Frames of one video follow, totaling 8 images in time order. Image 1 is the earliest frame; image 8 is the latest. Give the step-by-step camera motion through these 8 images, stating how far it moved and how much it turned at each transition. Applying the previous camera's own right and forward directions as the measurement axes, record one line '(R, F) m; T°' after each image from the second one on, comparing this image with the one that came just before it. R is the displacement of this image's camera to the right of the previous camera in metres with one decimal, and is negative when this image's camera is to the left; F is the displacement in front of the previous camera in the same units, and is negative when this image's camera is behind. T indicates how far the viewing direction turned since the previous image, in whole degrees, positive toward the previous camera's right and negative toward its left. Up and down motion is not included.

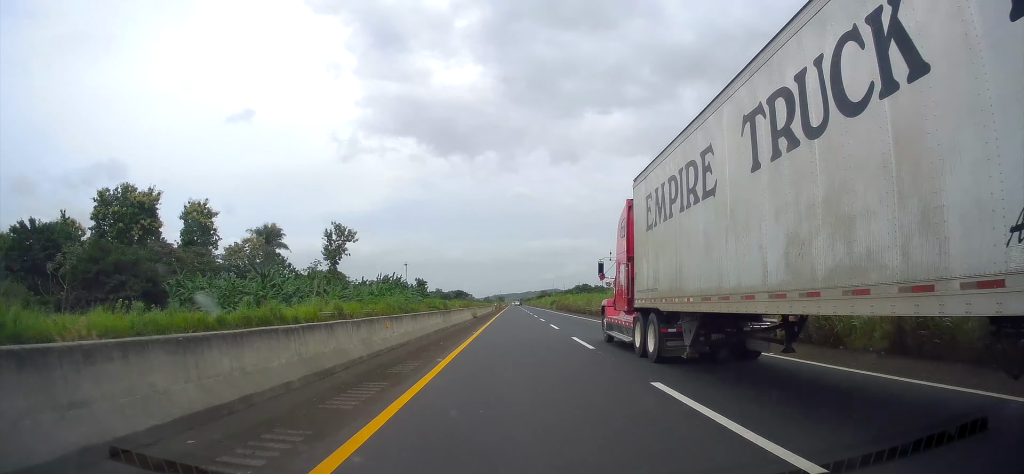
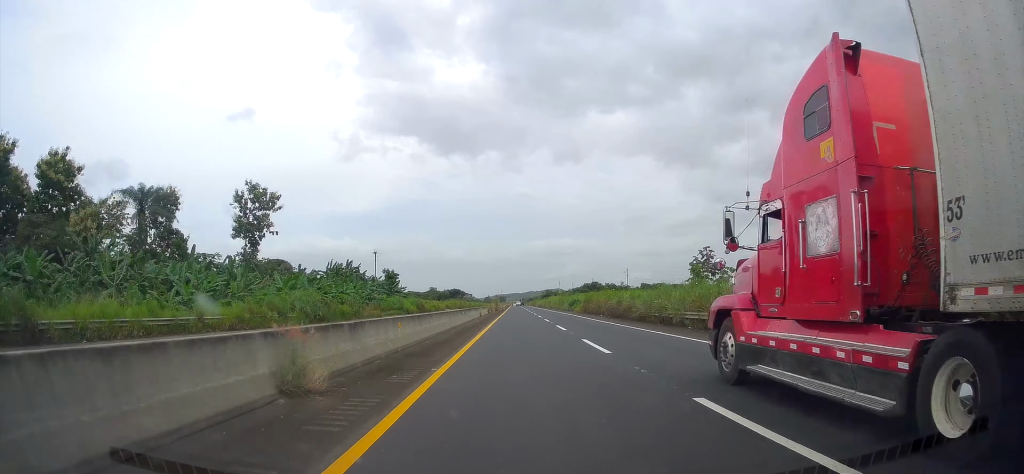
(0.0, +39.5) m; 0°
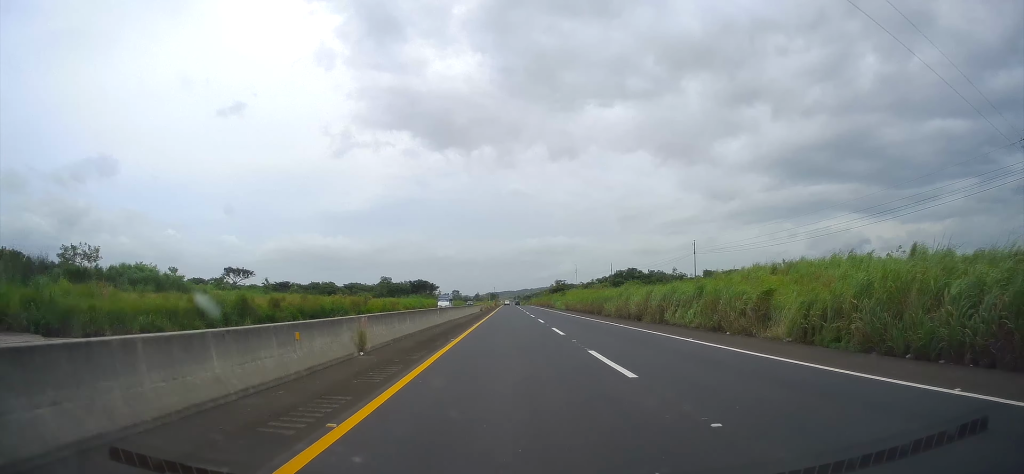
(+0.7, +128.5) m; 0°
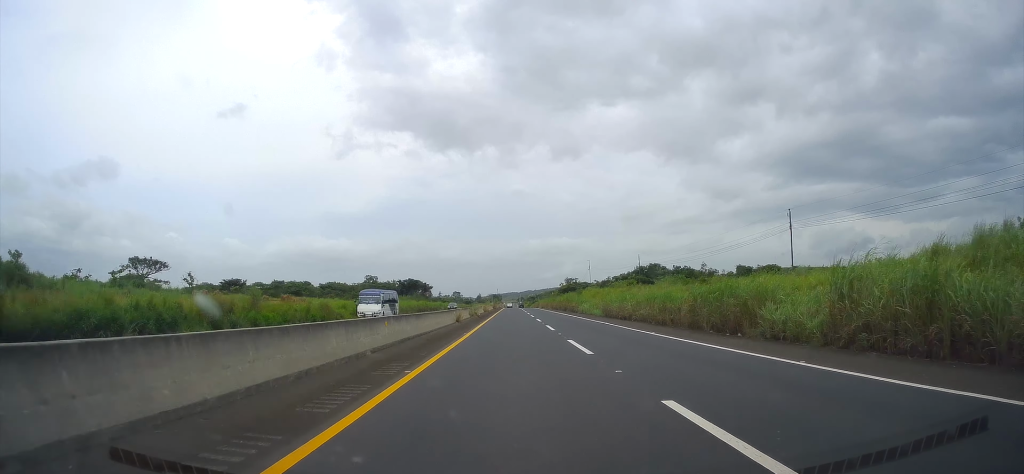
(0.0, +32.6) m; 0°
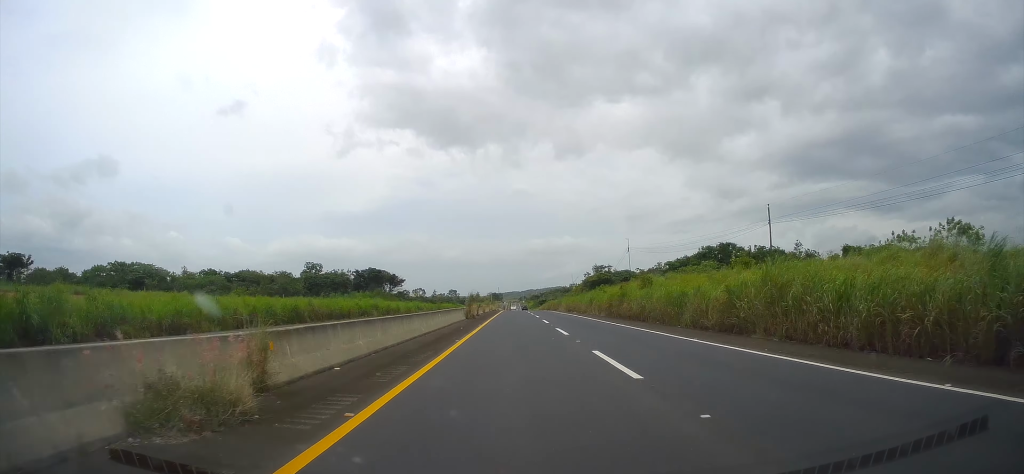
(-0.2, +68.4) m; 0°
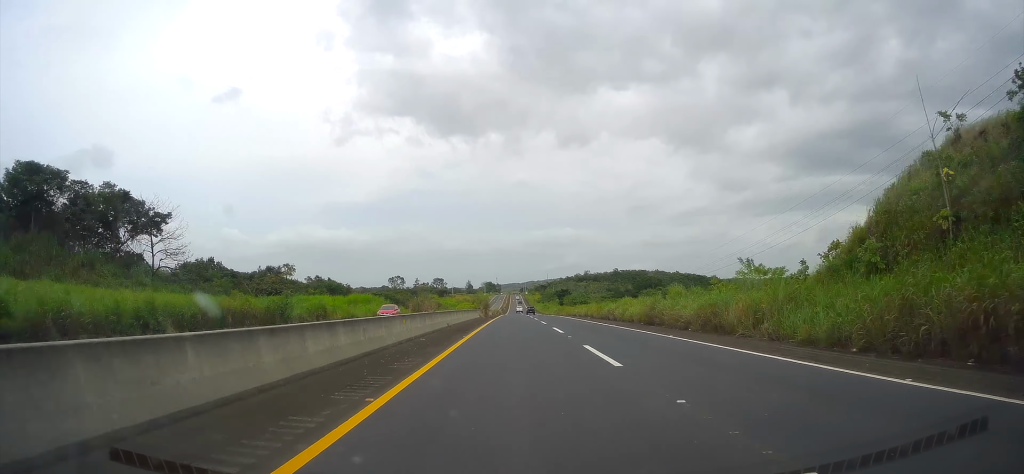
(+0.9, +130.1) m; 0°
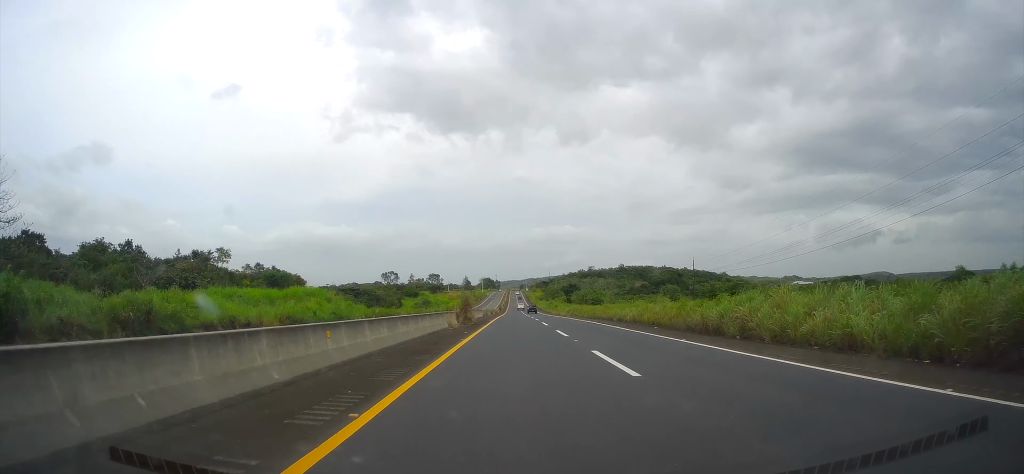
(-0.1, +28.0) m; 0°
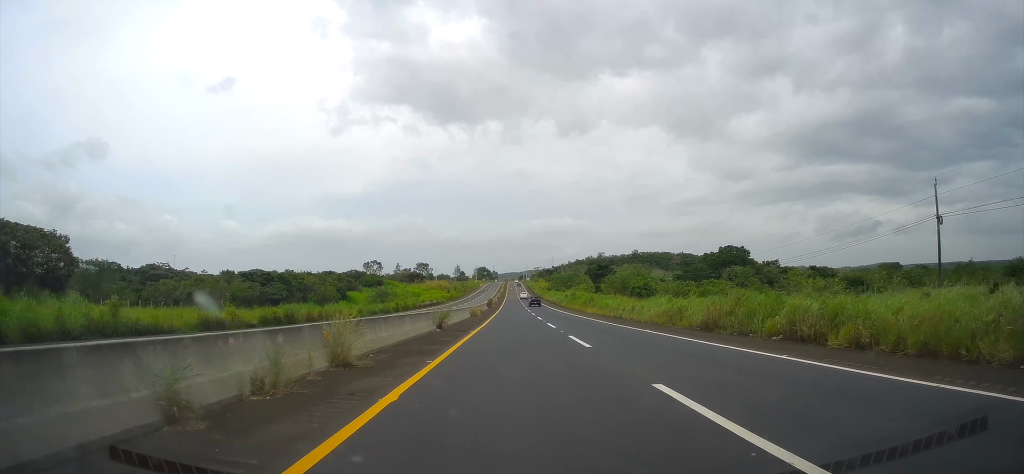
(-0.4, +59.3) m; 0°
